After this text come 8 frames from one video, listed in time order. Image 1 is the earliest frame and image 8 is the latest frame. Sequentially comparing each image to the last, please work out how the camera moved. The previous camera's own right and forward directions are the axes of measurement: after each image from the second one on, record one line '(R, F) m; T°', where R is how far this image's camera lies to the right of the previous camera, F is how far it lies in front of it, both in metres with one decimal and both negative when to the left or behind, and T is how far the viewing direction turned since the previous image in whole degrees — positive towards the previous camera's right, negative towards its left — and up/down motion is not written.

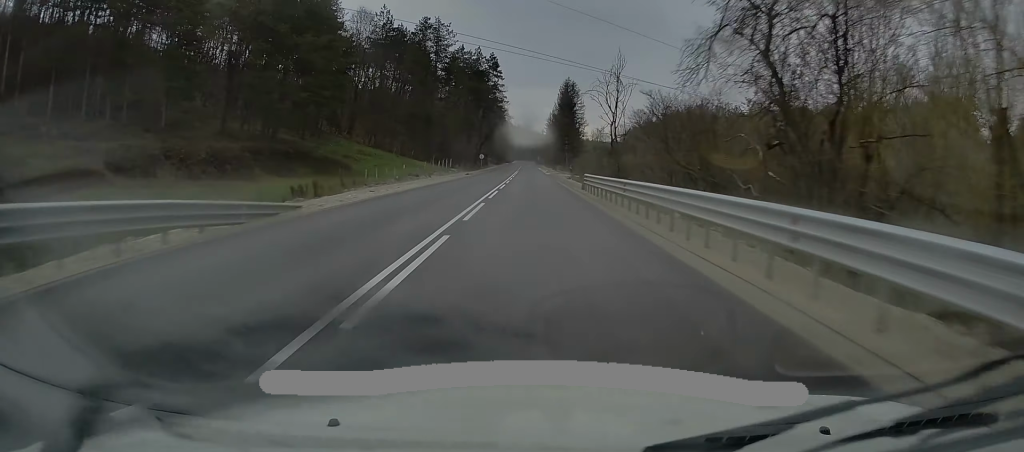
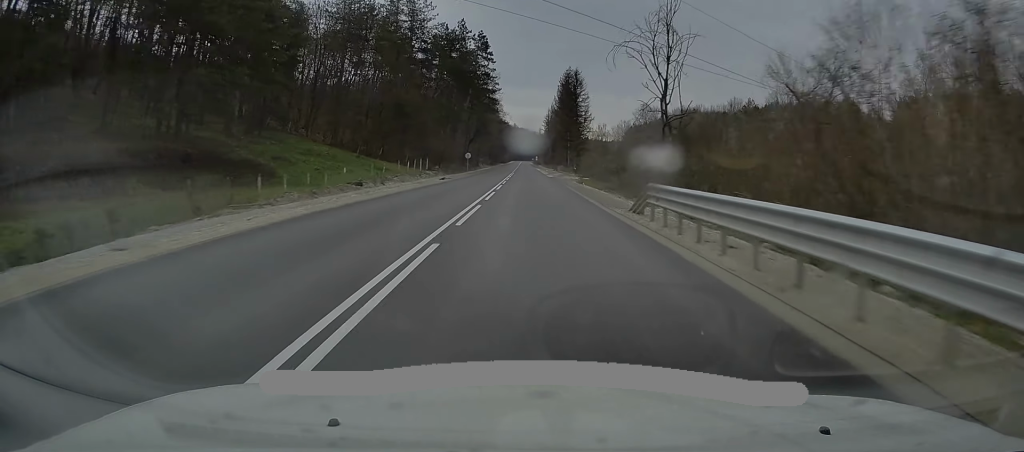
(+0.1, +19.3) m; 0°
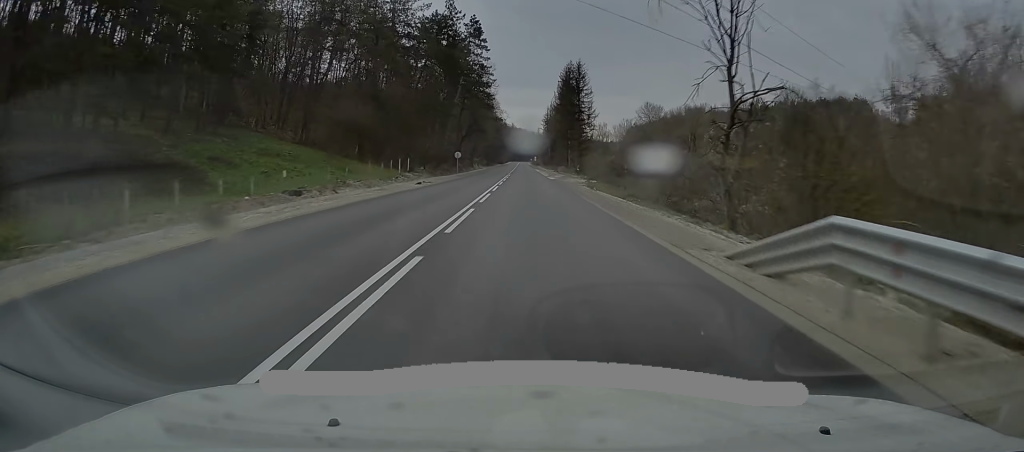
(-0.1, +10.4) m; 0°
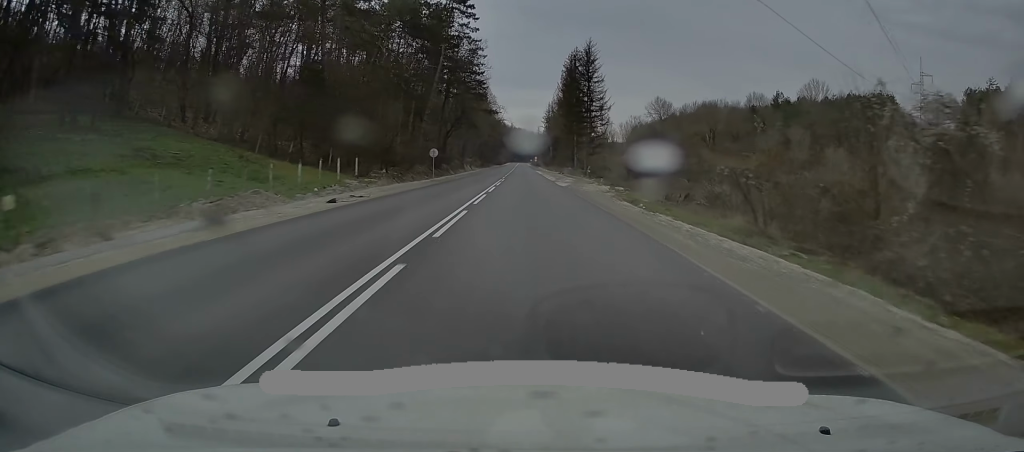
(-0.1, +18.6) m; 0°
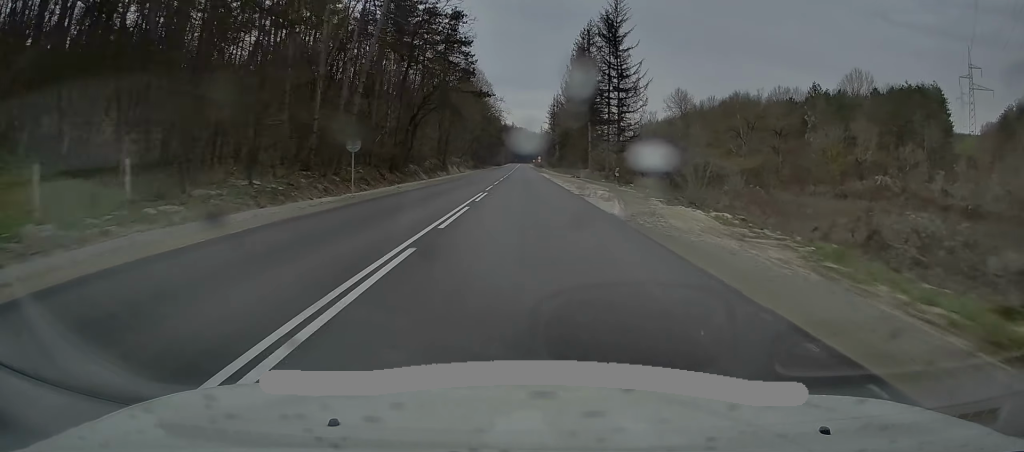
(+0.3, +25.5) m; 0°
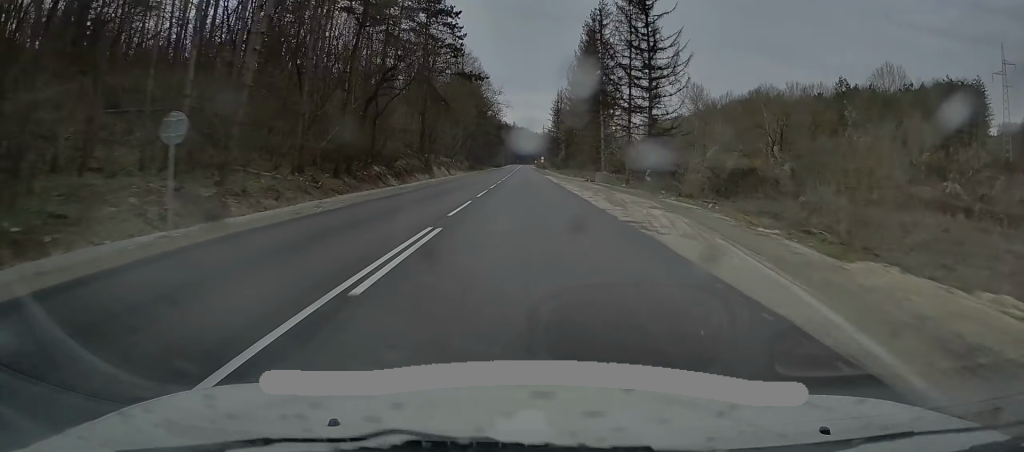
(0.0, +15.1) m; 0°
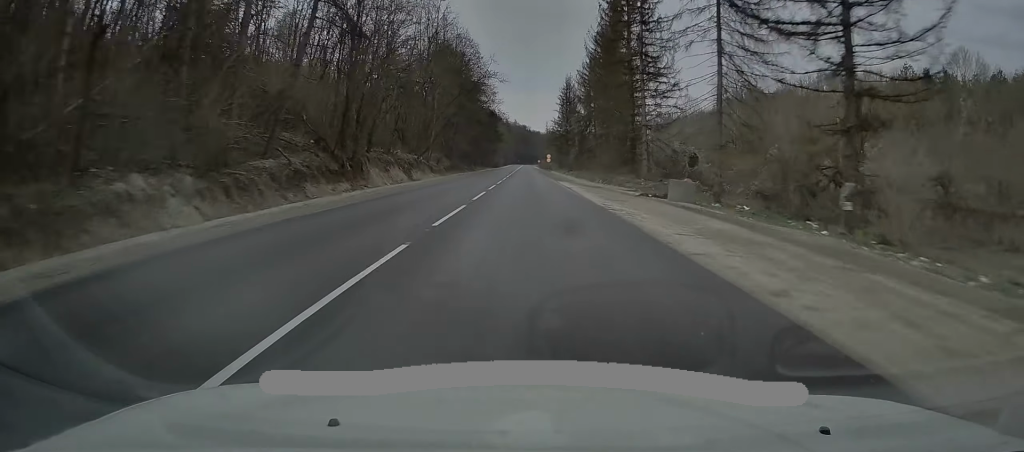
(-0.1, +30.1) m; -1°
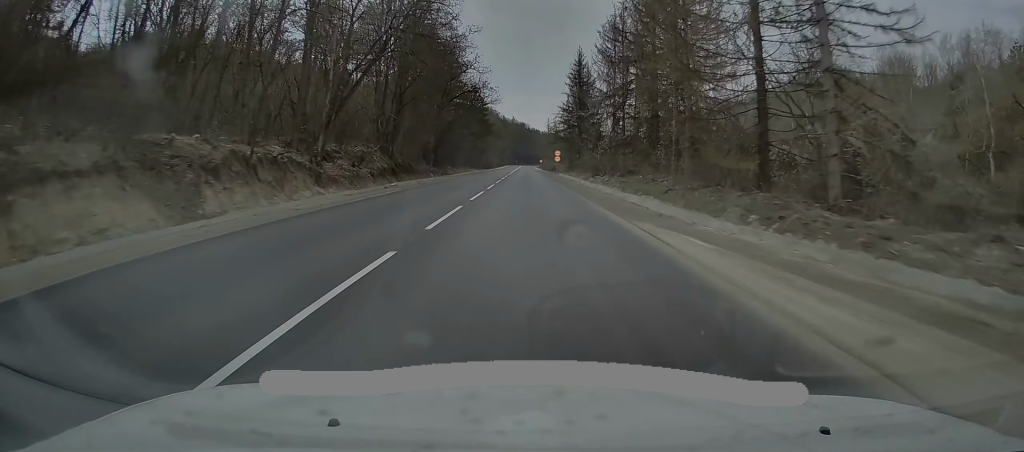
(-0.2, +37.0) m; 0°
